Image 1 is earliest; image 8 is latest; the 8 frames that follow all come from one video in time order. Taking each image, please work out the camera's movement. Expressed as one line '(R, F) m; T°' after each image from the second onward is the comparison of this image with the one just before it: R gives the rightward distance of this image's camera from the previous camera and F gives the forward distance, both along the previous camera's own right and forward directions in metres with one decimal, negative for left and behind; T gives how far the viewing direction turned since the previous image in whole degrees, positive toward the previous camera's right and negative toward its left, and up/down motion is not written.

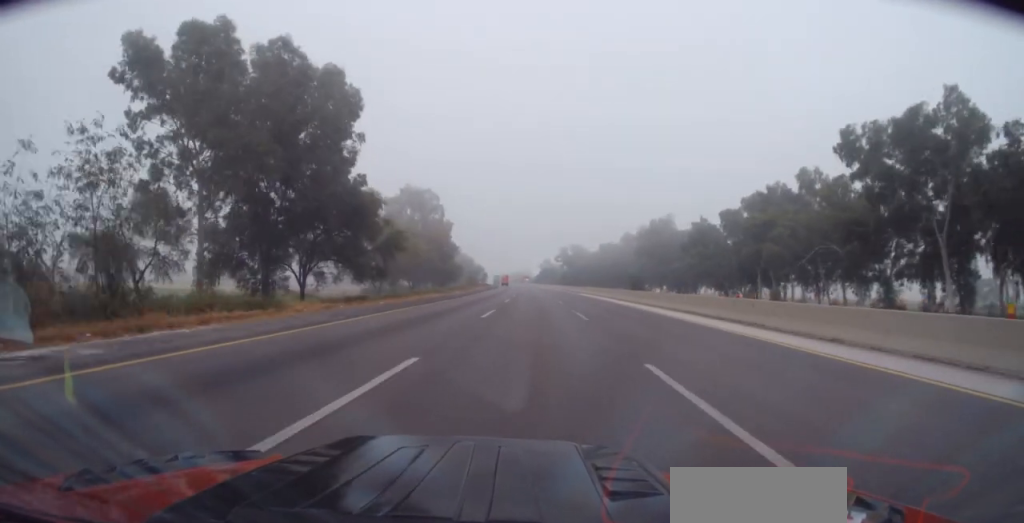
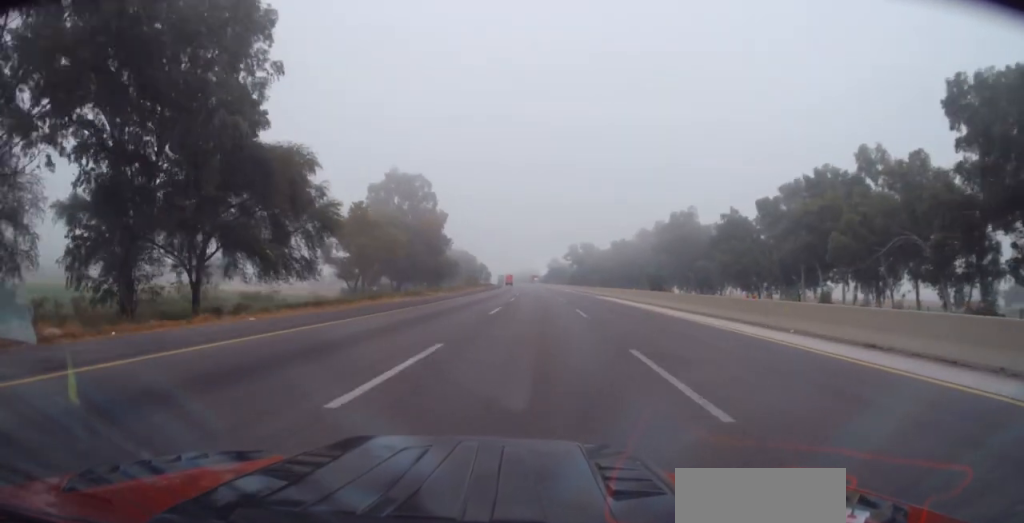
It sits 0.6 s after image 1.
(-0.2, +16.0) m; -1°
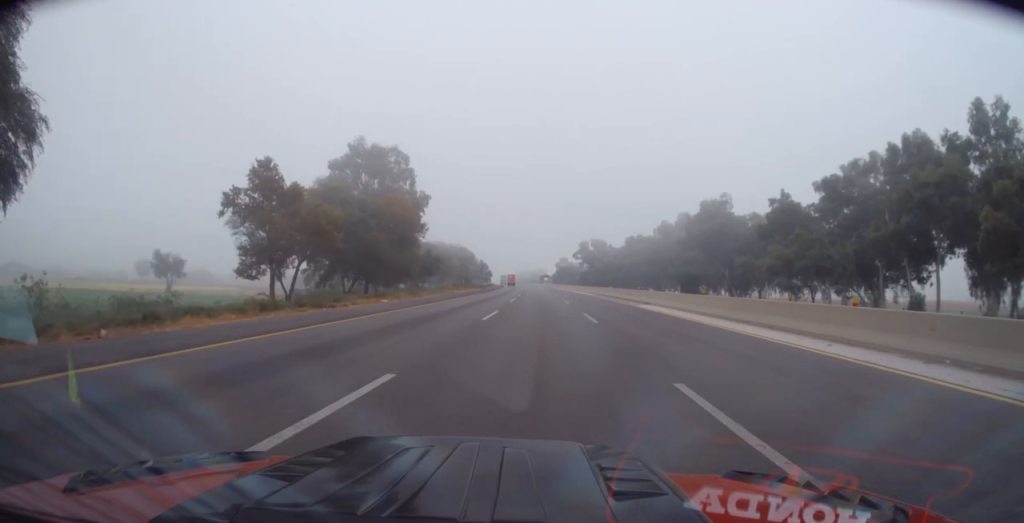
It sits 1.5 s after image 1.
(-0.3, +21.8) m; -1°
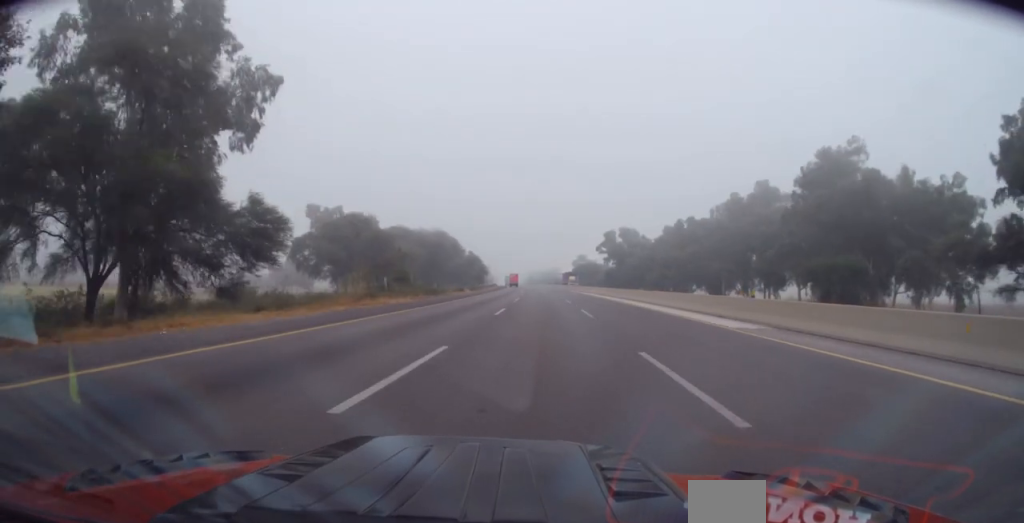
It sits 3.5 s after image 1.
(0.0, +50.2) m; 0°
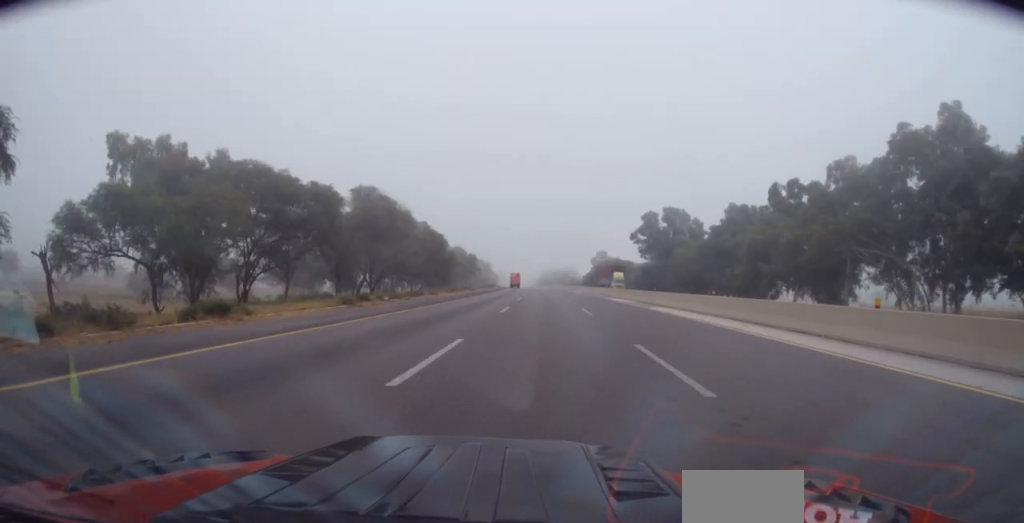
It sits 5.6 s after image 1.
(-0.8, +52.3) m; -1°
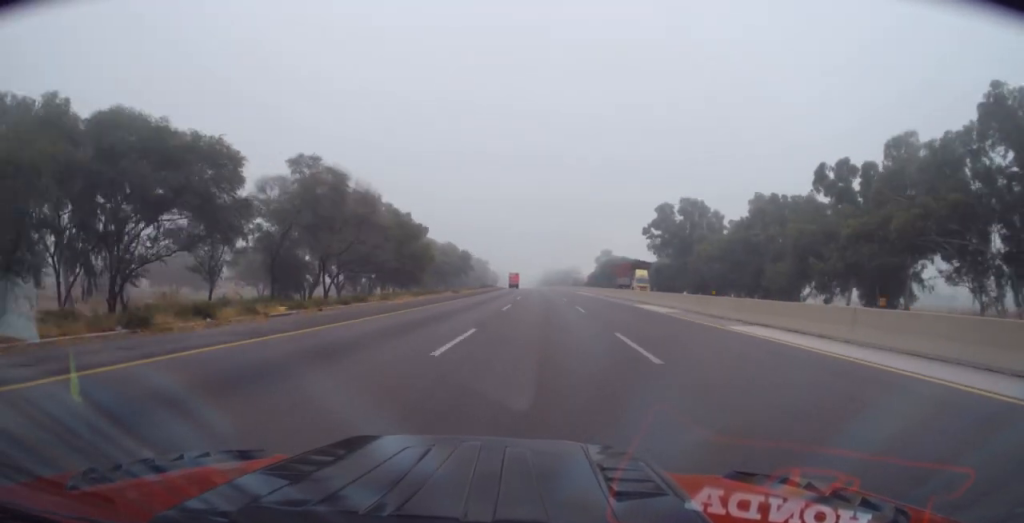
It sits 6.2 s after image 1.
(+0.2, +14.9) m; 0°
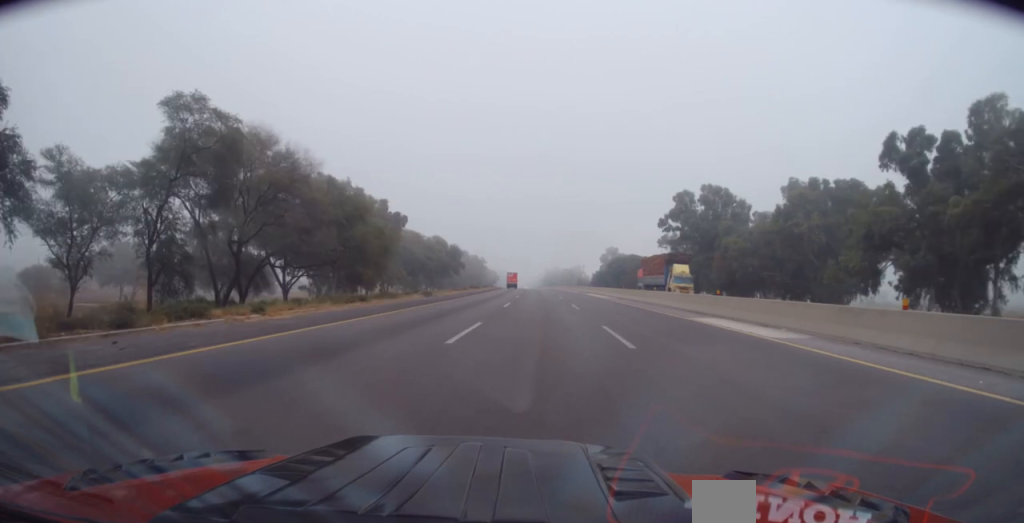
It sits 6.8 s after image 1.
(-0.2, +15.7) m; 0°
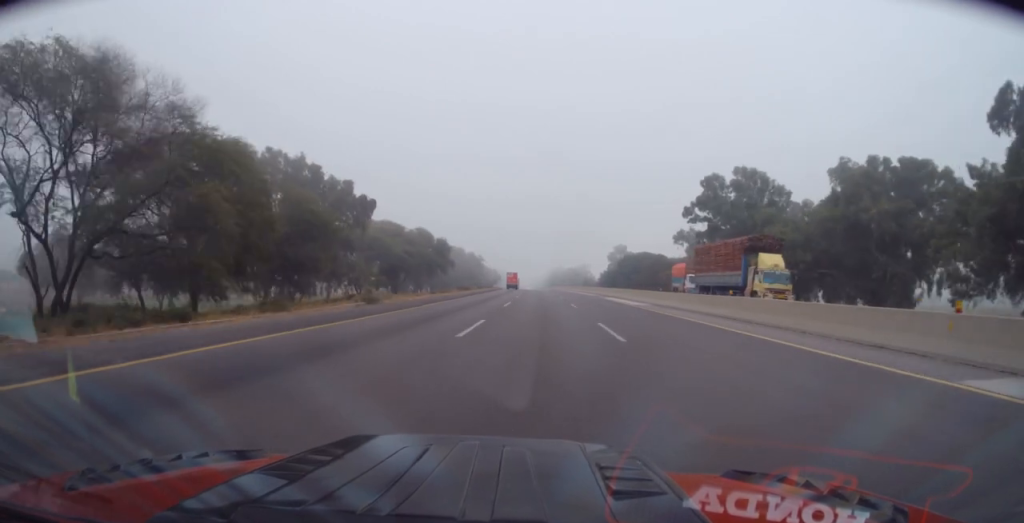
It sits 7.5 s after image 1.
(-0.1, +16.5) m; 0°
